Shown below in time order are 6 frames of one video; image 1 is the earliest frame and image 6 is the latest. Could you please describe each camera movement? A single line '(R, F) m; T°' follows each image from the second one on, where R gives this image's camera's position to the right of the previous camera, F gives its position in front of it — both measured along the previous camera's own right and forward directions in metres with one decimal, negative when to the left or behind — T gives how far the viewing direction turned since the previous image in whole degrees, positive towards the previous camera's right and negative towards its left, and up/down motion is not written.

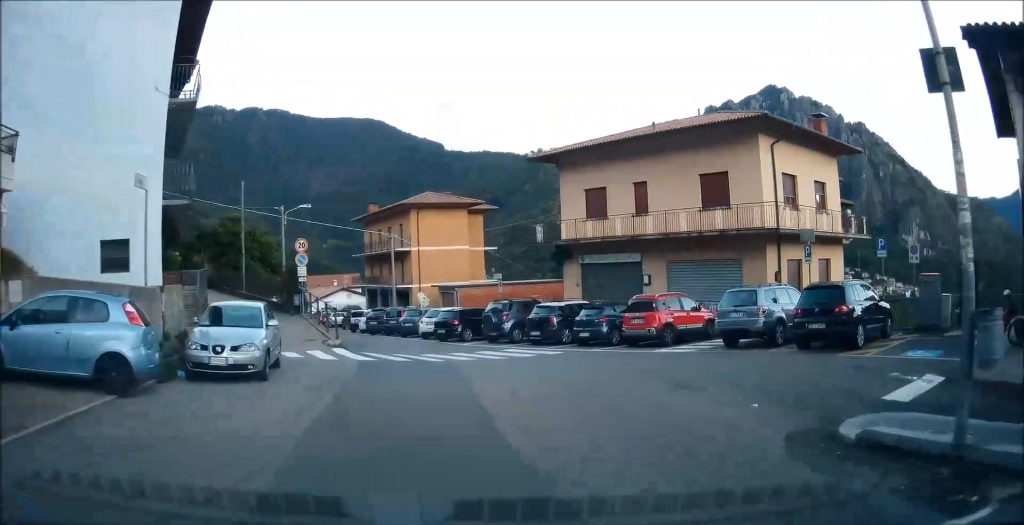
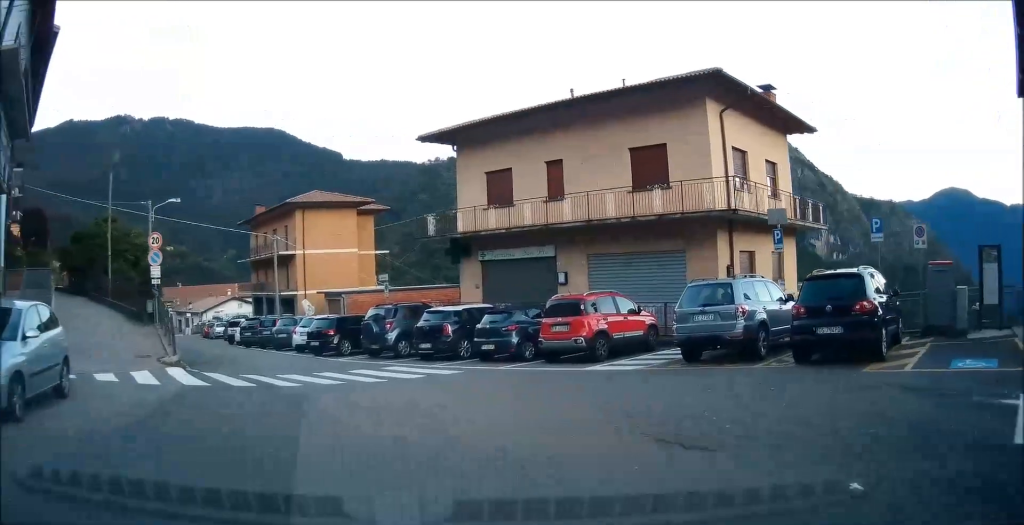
(0.0, +4.6) m; -2°
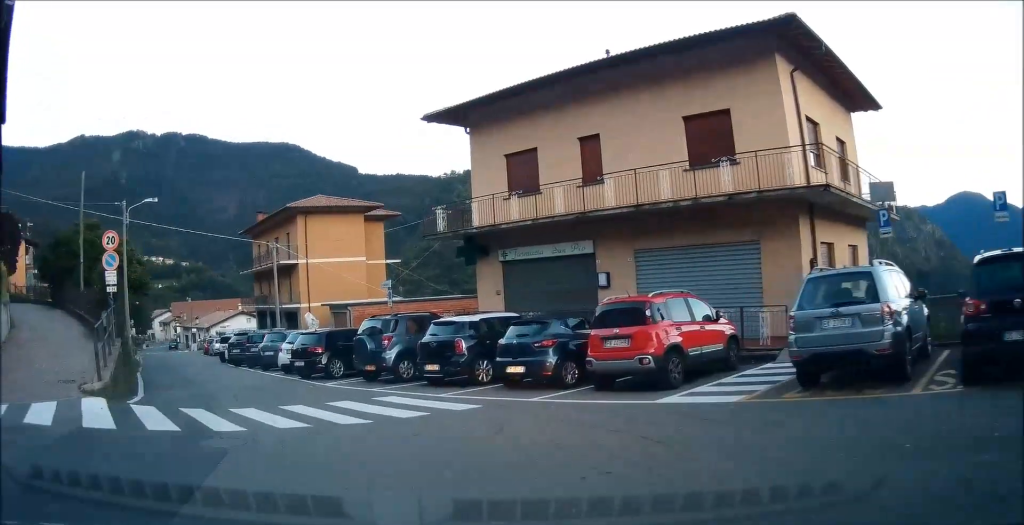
(-0.1, +4.2) m; -3°
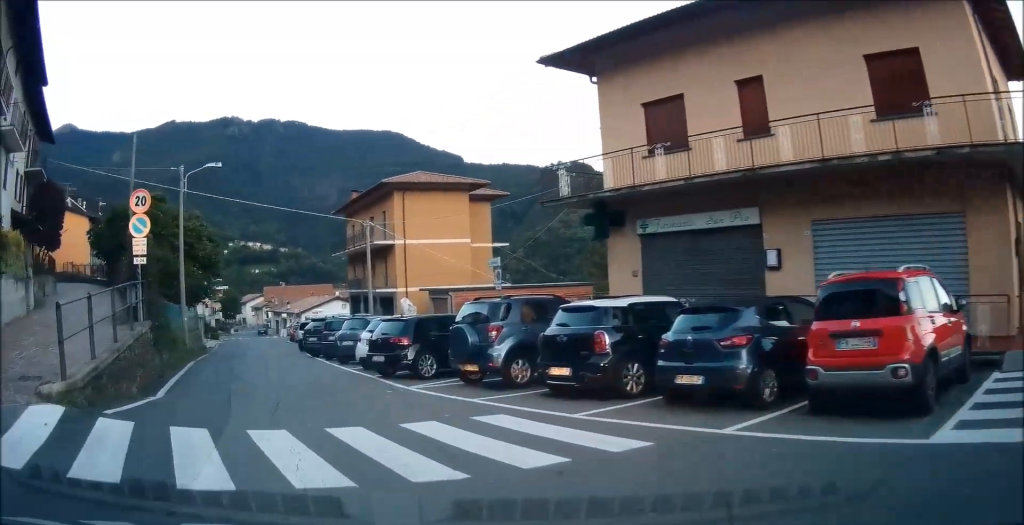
(-0.1, +4.2) m; -4°
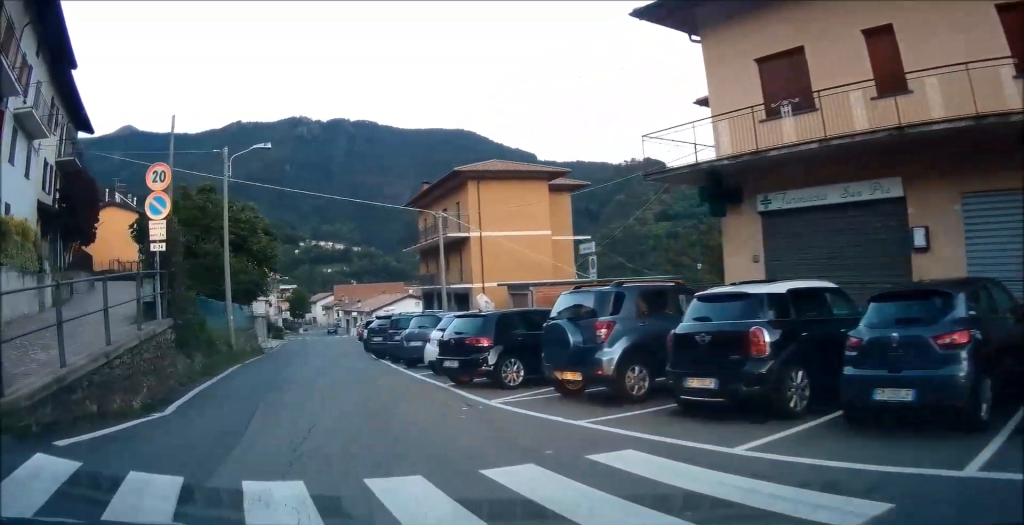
(+0.1, +2.8) m; -4°
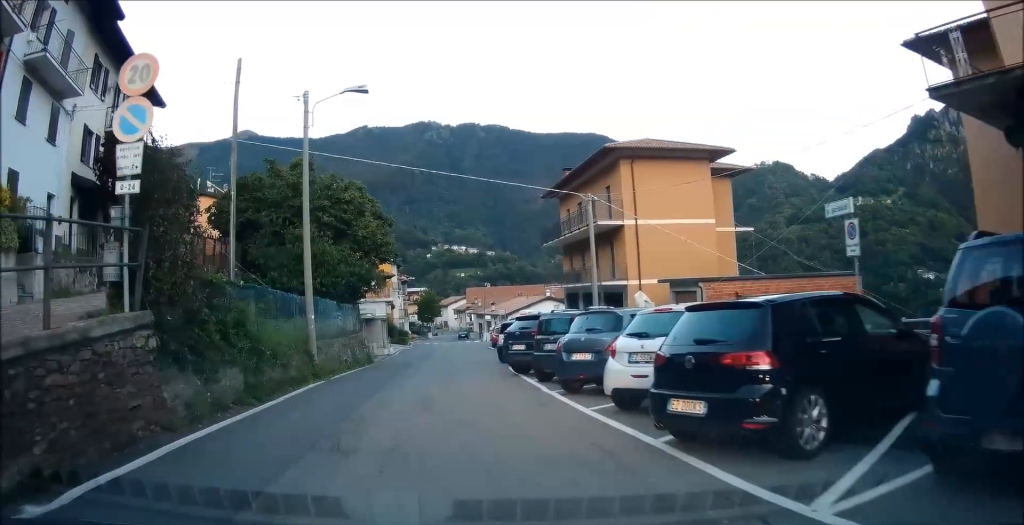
(-0.5, +6.2) m; -7°
